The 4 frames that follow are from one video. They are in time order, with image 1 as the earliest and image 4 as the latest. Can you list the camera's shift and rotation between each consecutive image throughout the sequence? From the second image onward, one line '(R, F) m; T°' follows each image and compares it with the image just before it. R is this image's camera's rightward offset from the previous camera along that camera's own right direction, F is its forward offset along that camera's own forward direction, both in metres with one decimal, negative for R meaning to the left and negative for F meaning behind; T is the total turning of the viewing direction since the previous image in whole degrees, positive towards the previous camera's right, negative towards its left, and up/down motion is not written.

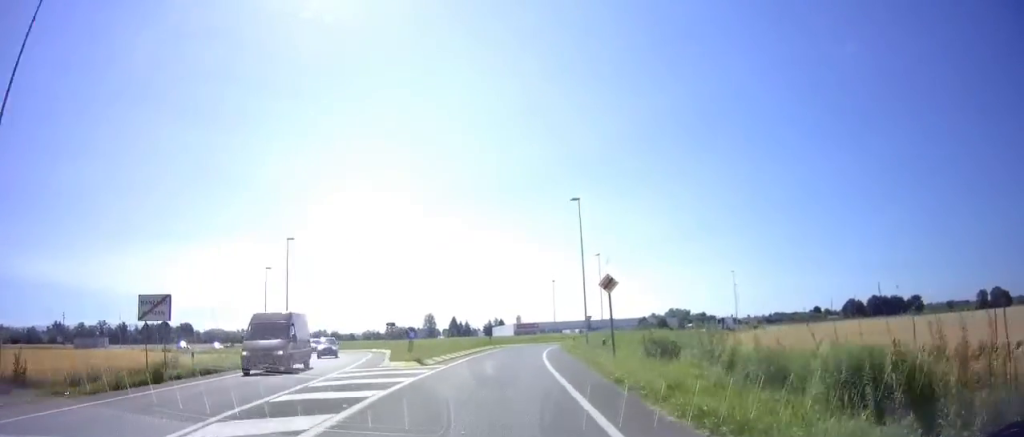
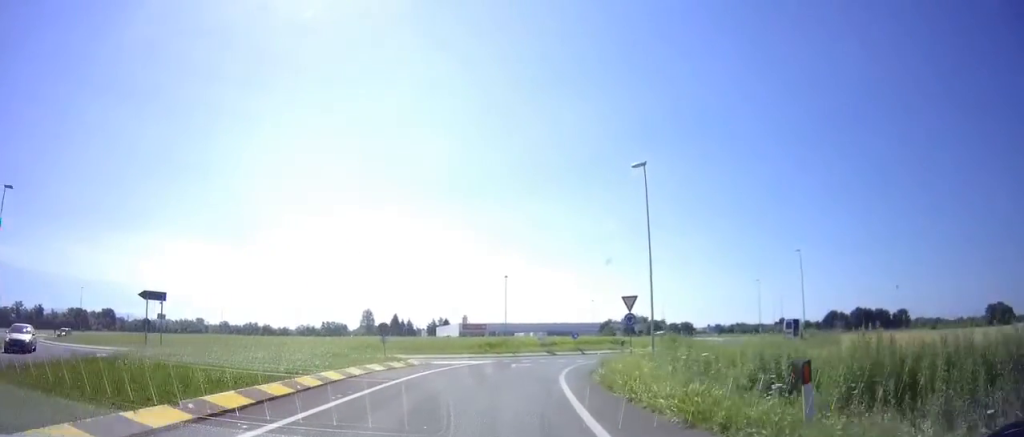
(+2.3, +35.7) m; +5°
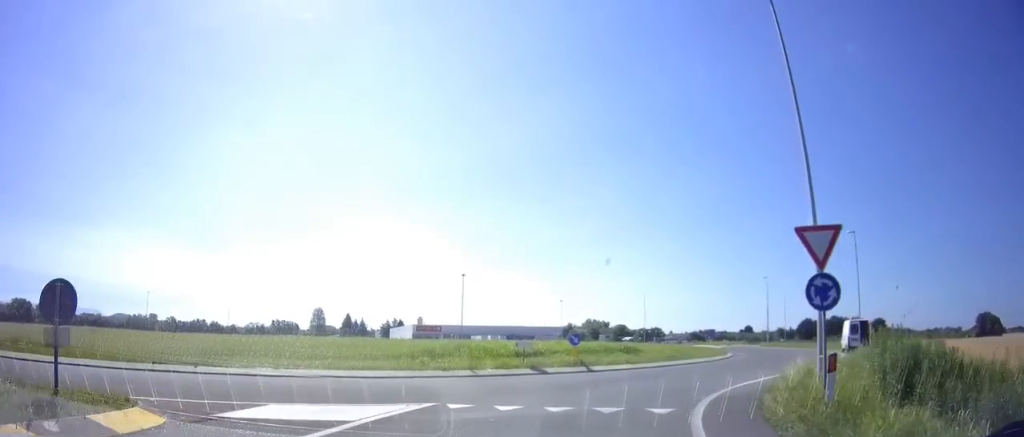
(+1.0, +17.9) m; +11°
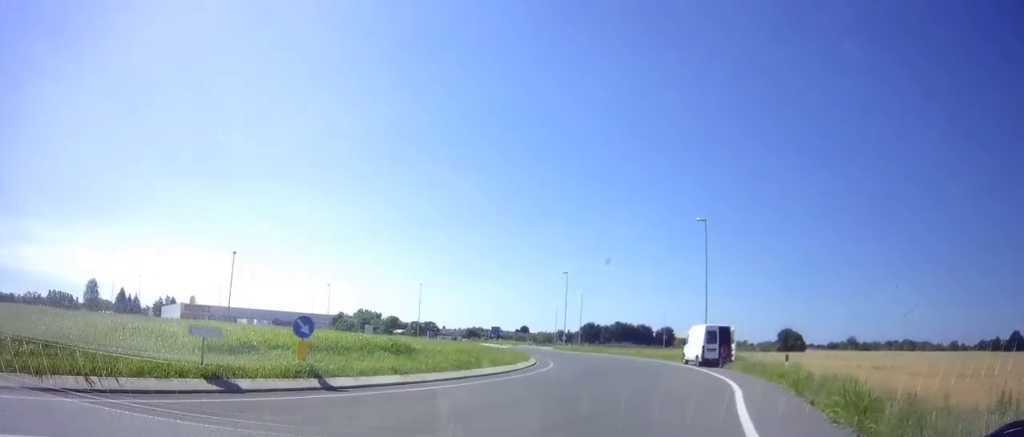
(+1.6, +11.1) m; +19°
